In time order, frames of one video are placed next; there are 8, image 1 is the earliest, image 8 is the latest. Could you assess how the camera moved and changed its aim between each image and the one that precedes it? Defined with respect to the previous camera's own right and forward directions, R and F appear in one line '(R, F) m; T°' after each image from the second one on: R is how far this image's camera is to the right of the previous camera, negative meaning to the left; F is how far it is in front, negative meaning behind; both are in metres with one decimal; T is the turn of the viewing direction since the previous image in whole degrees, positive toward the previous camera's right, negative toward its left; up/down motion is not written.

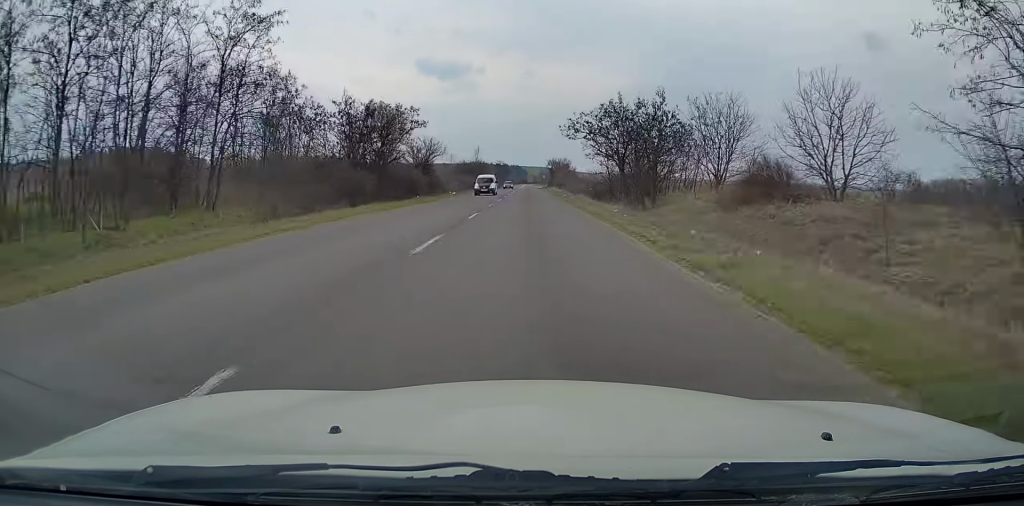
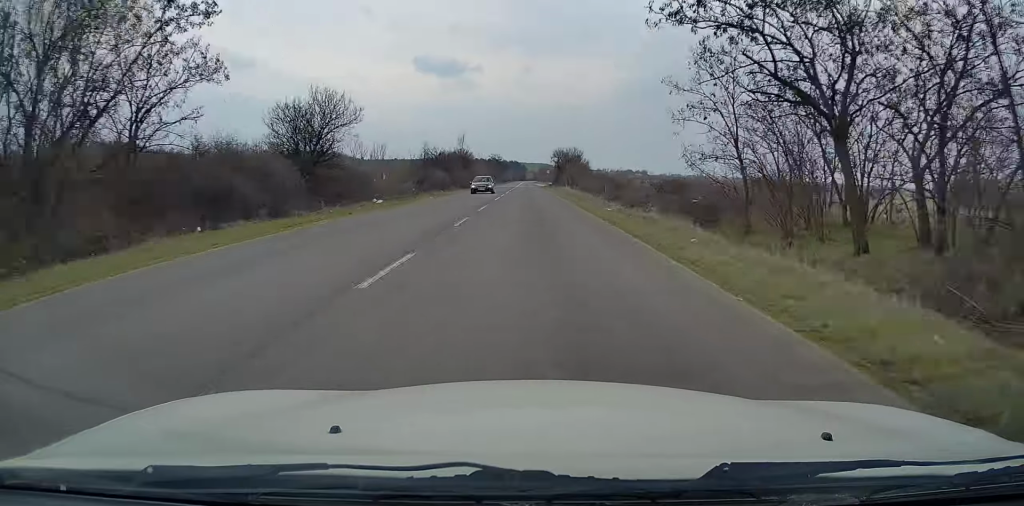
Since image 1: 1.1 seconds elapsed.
(0.0, +33.2) m; 0°
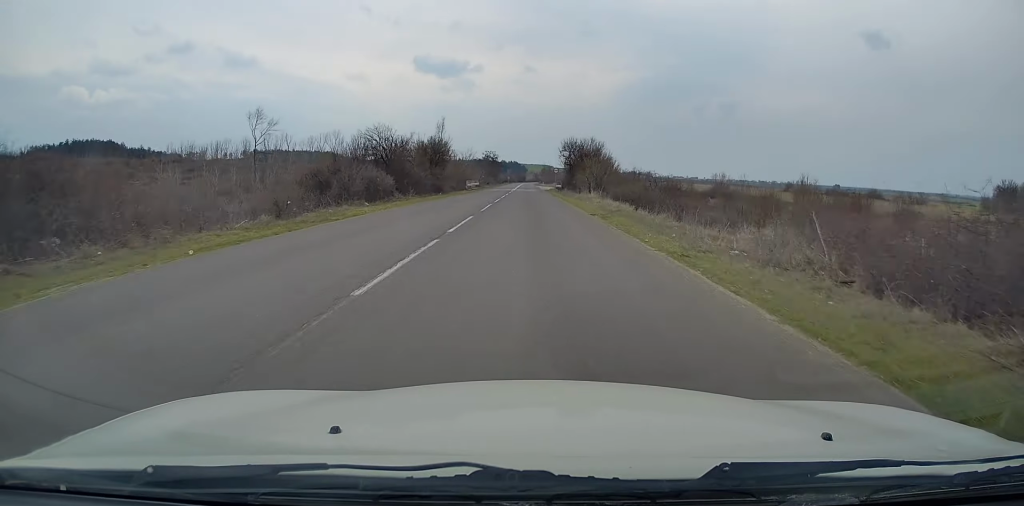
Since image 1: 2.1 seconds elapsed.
(0.0, +29.2) m; 0°
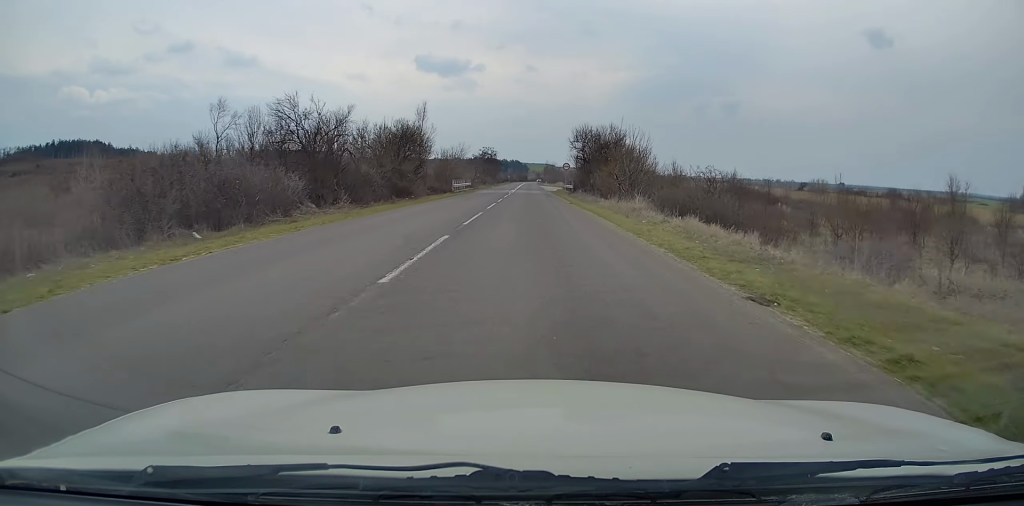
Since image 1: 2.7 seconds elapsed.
(0.0, +17.5) m; 0°
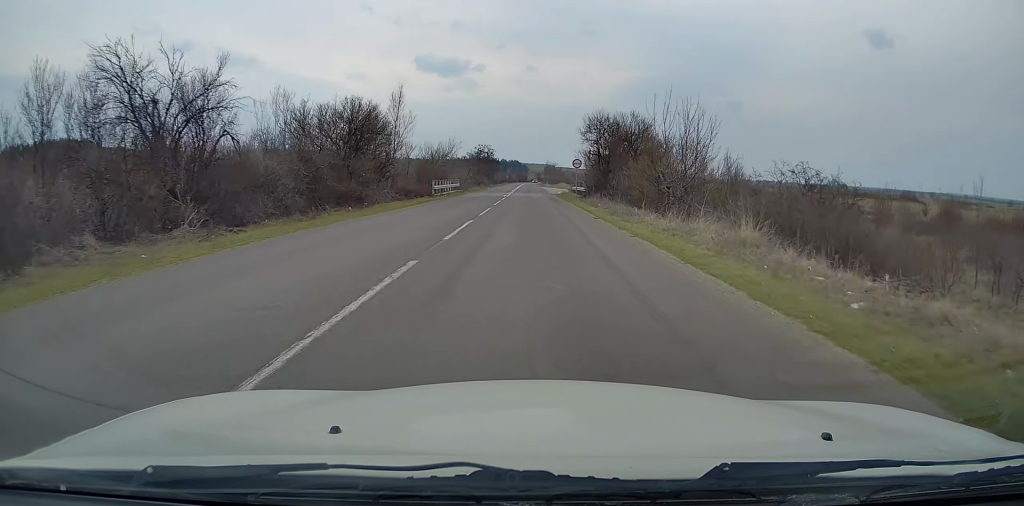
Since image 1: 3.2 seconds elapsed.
(0.0, +13.6) m; 0°
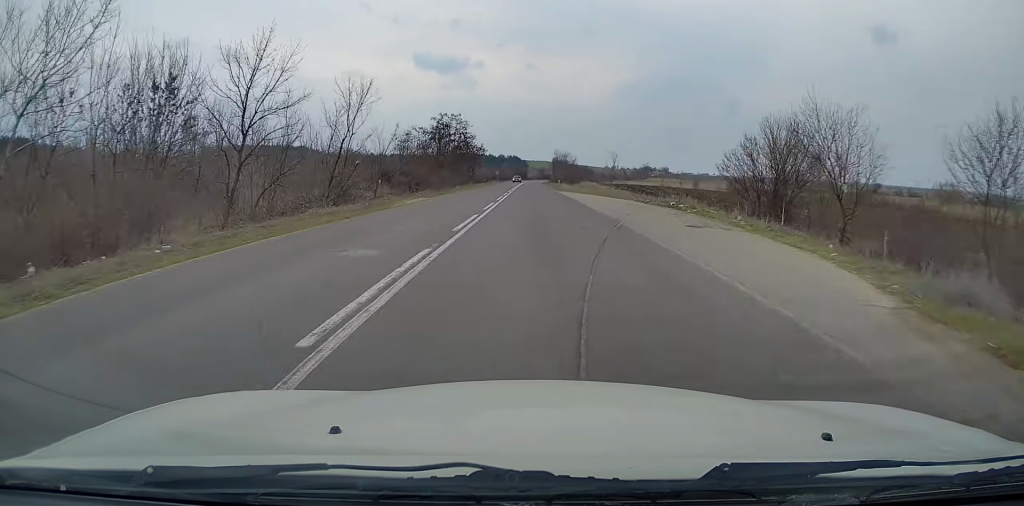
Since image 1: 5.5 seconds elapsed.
(+0.1, +66.9) m; 0°
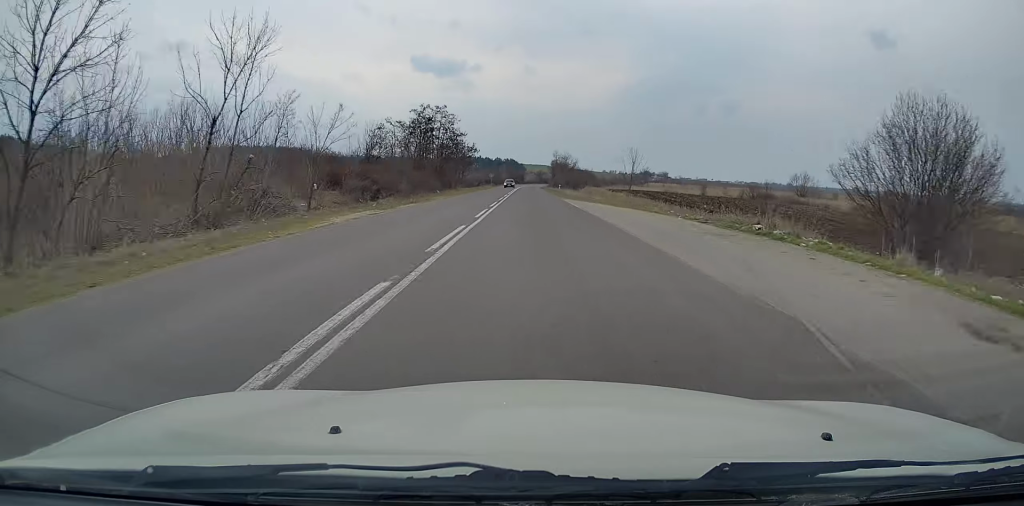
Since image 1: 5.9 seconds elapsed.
(-0.1, +12.6) m; 0°
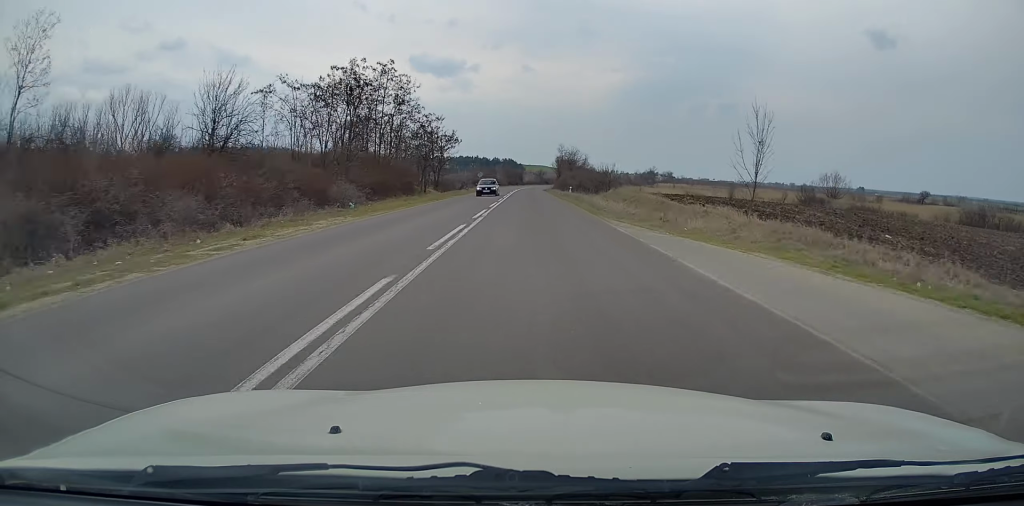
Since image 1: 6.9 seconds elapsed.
(+0.1, +27.2) m; 0°
